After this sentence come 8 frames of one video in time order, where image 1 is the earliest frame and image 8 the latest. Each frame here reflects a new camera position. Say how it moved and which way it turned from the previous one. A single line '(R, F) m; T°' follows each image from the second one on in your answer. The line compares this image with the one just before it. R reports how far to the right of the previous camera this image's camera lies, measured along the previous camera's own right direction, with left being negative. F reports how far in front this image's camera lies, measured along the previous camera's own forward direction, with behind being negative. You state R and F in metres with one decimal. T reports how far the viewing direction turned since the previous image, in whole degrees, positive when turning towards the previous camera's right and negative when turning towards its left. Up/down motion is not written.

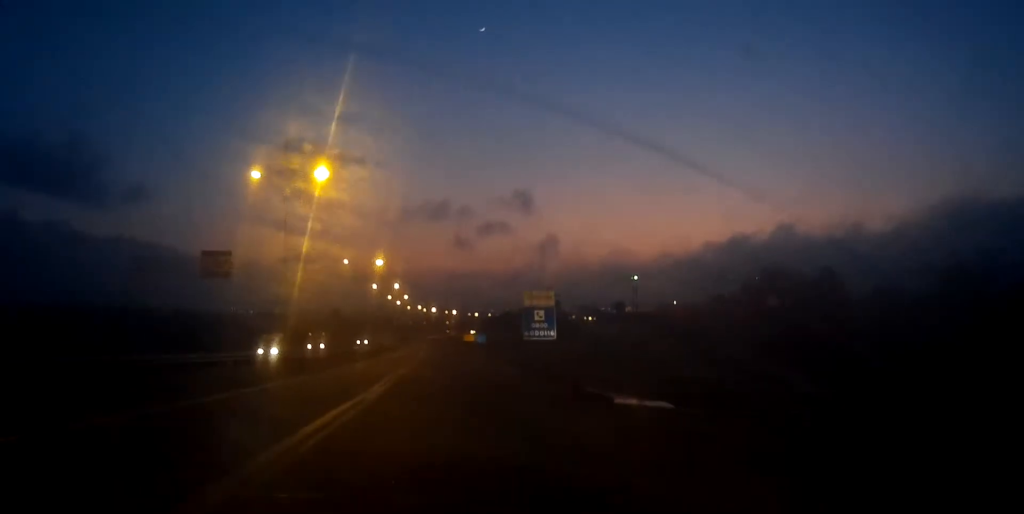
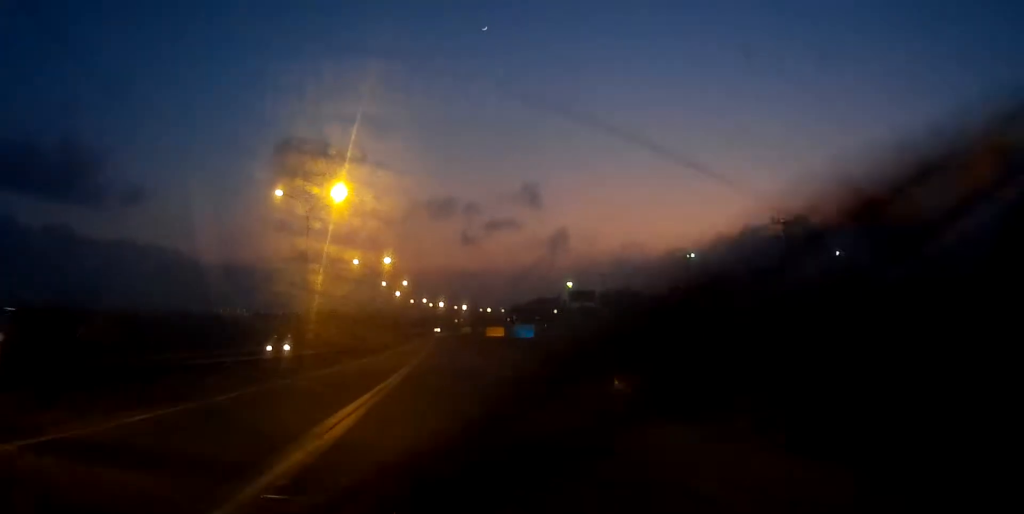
(+0.1, +43.8) m; 0°
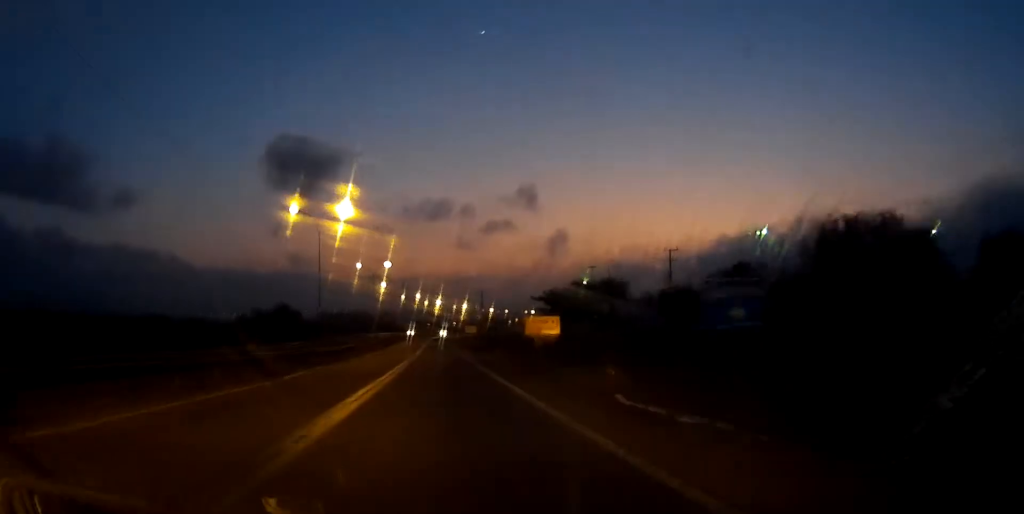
(-0.1, +41.3) m; 0°
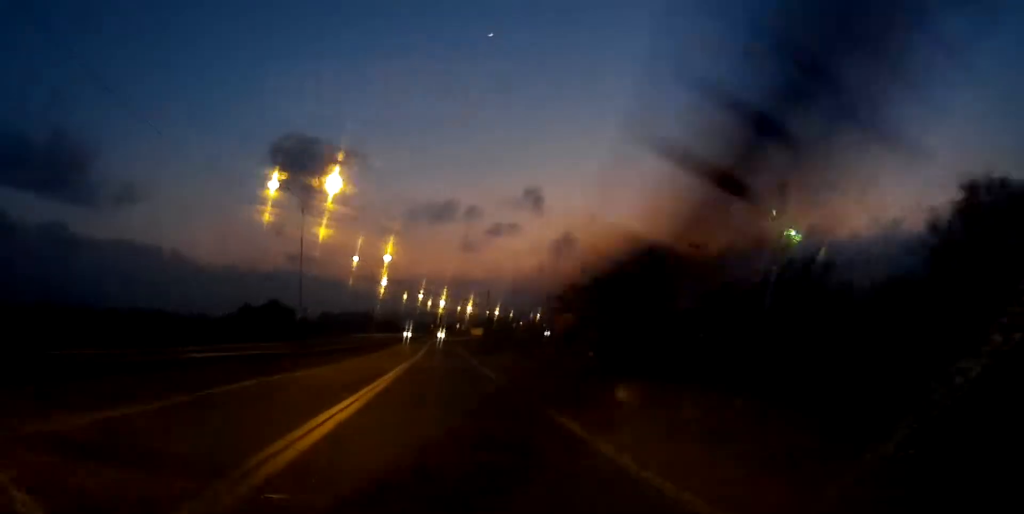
(0.0, +9.7) m; 0°
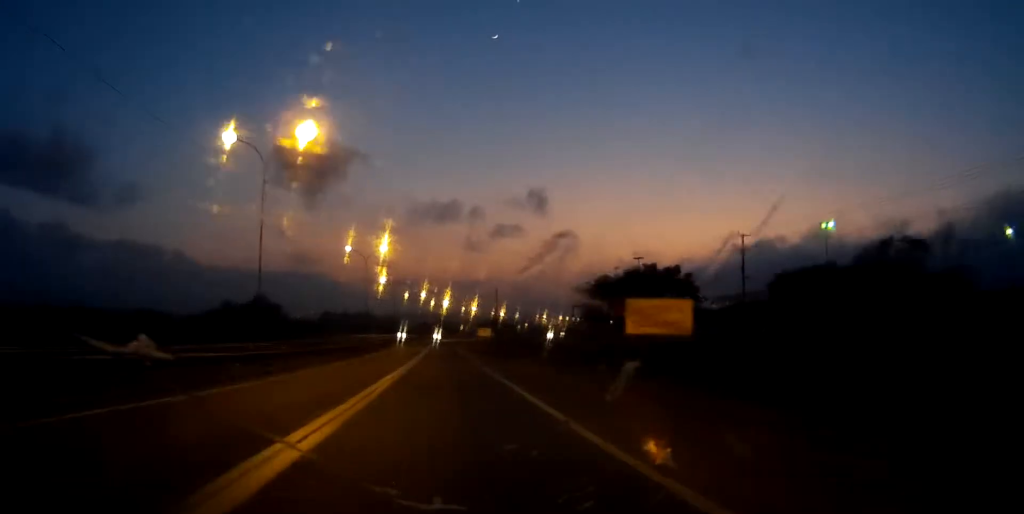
(0.0, +12.5) m; 0°
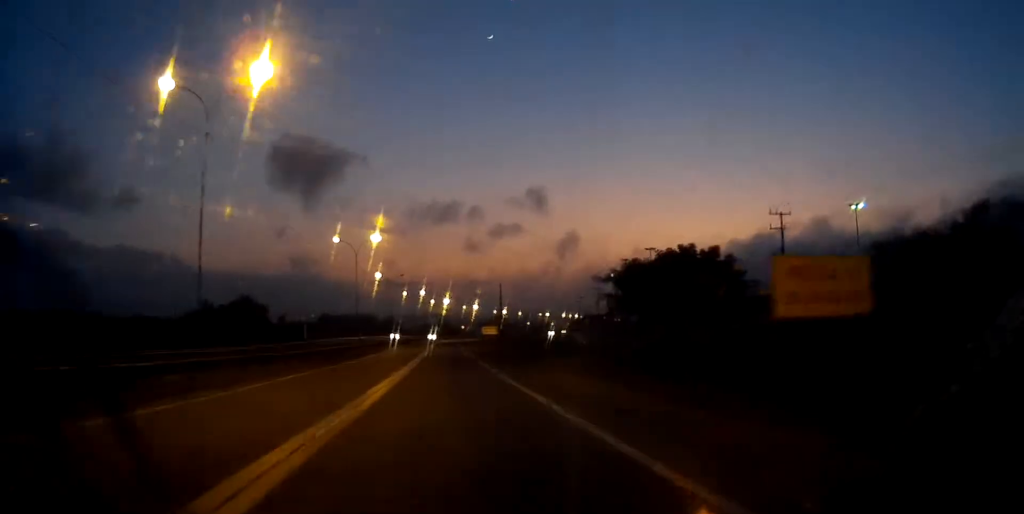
(0.0, +9.7) m; 0°
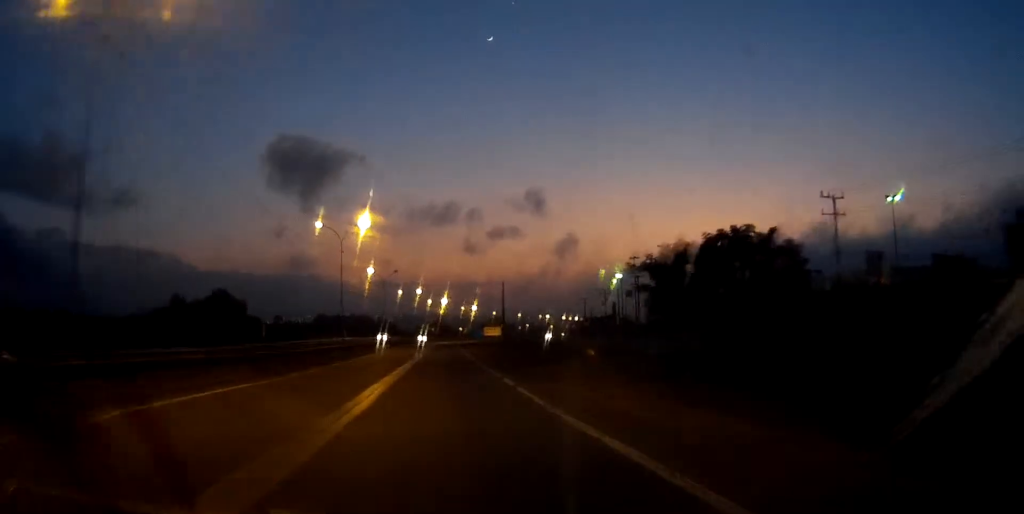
(0.0, +10.4) m; 0°
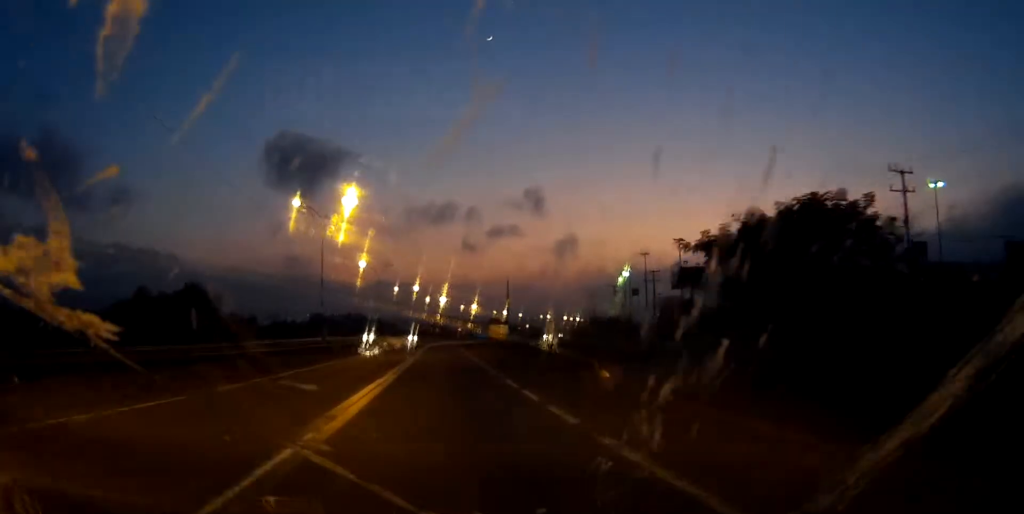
(0.0, +10.3) m; 0°
